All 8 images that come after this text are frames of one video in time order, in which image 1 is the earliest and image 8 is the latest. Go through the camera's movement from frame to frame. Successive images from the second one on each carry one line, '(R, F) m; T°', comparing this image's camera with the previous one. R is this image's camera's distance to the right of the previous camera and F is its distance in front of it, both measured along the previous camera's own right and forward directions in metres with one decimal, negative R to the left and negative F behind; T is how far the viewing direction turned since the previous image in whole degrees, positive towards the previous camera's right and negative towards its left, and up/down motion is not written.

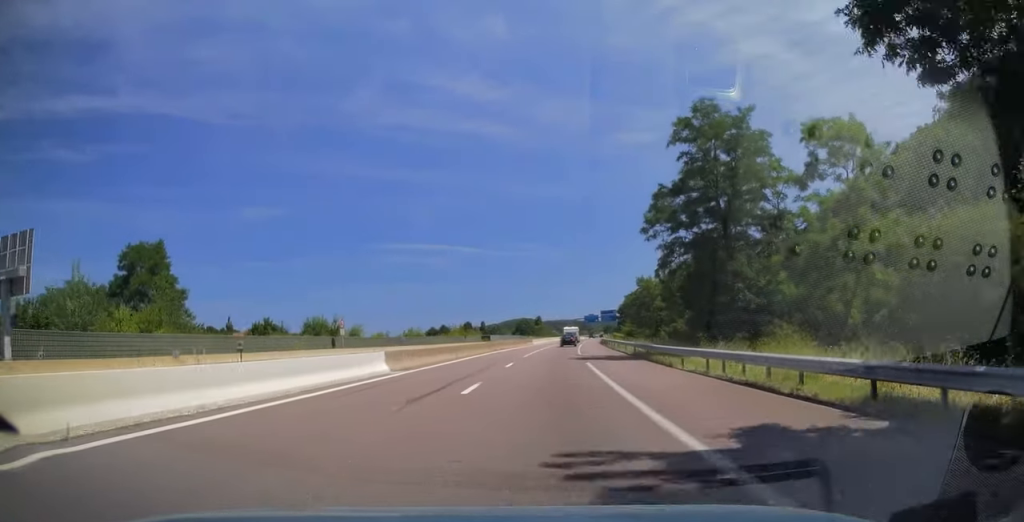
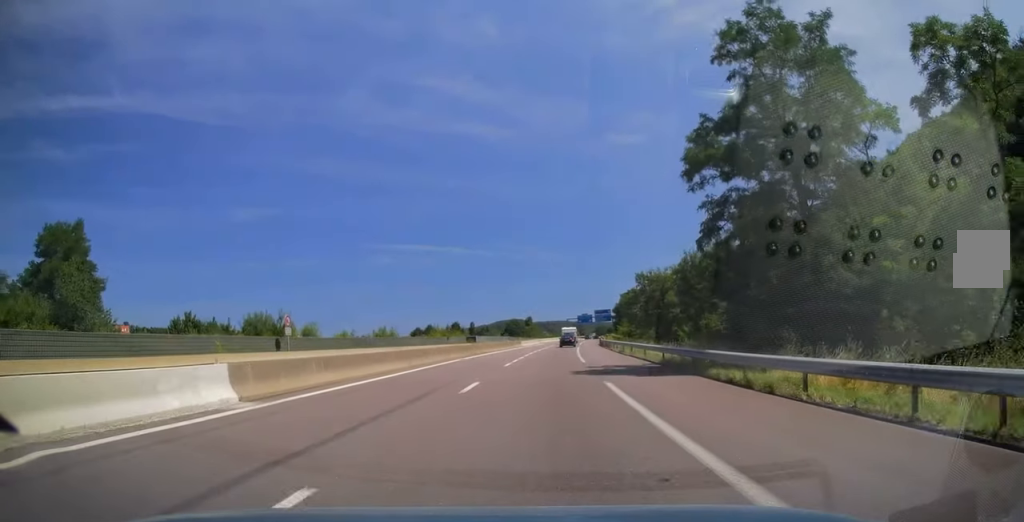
(-0.1, +12.3) m; +1°
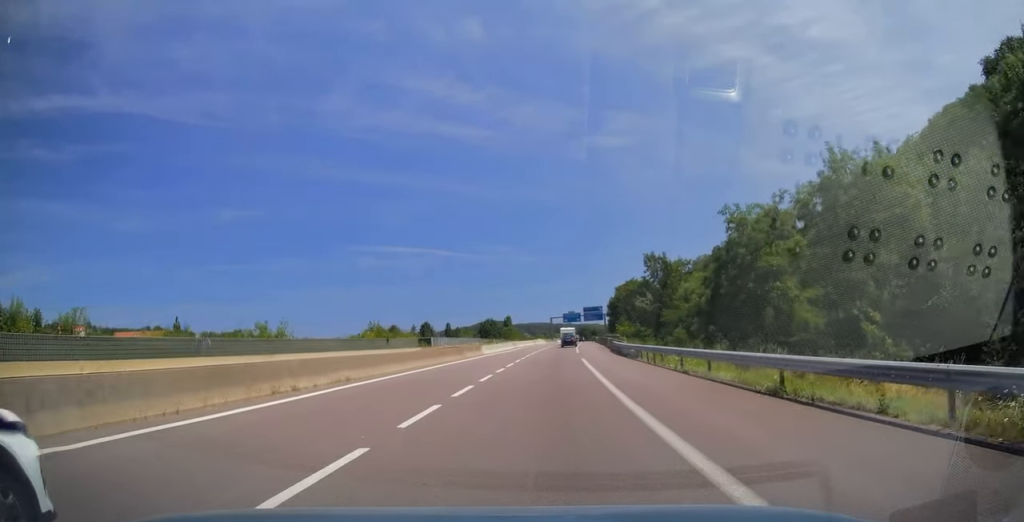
(+1.0, +33.1) m; +2°
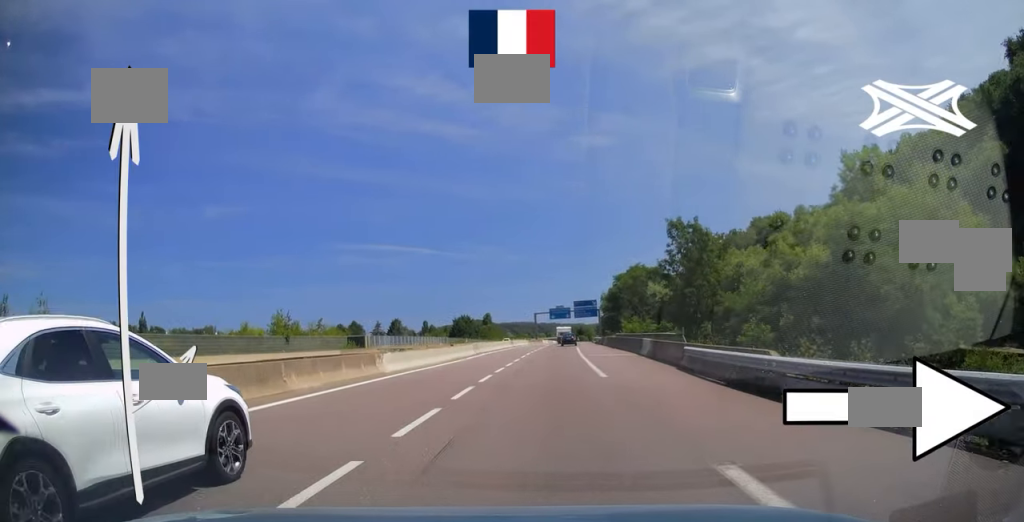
(0.0, +29.6) m; +1°
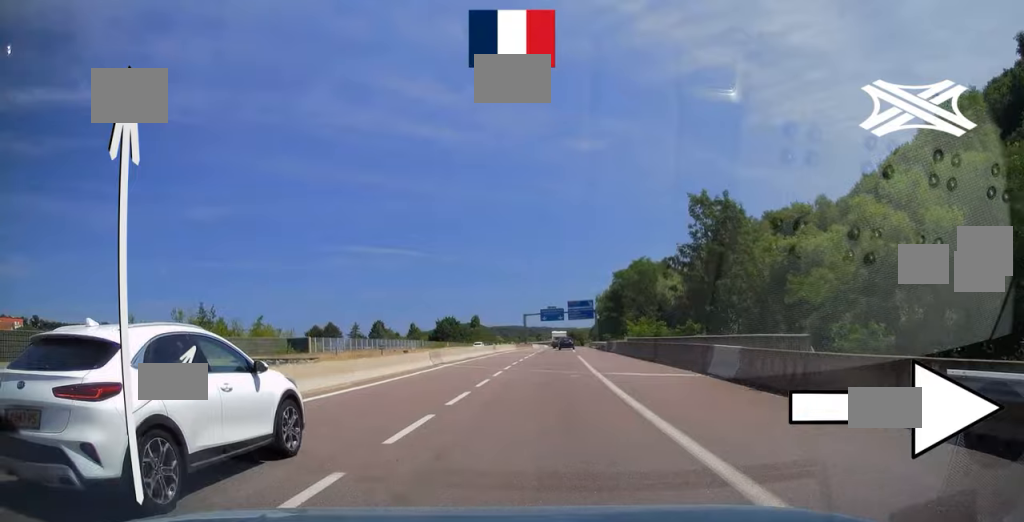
(+0.2, +14.8) m; +1°
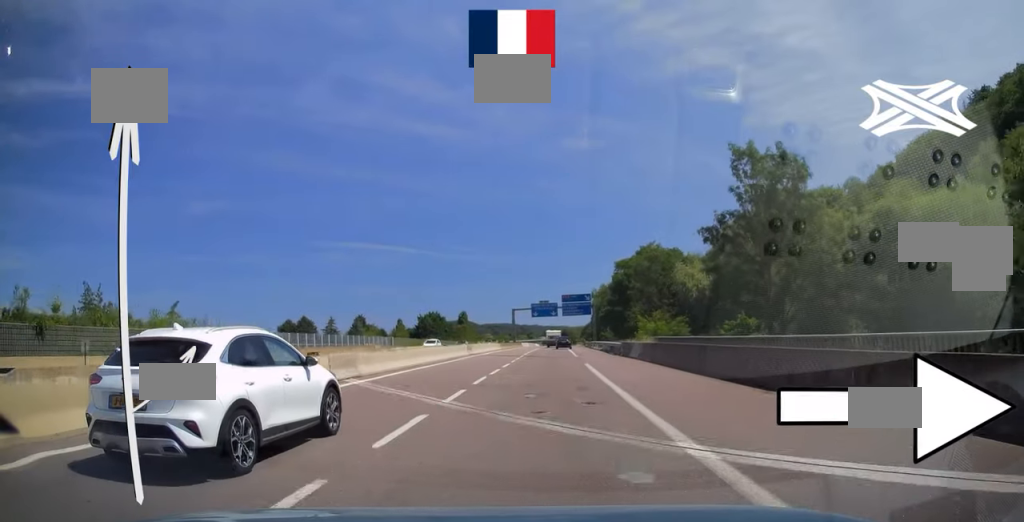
(0.0, +14.8) m; +1°
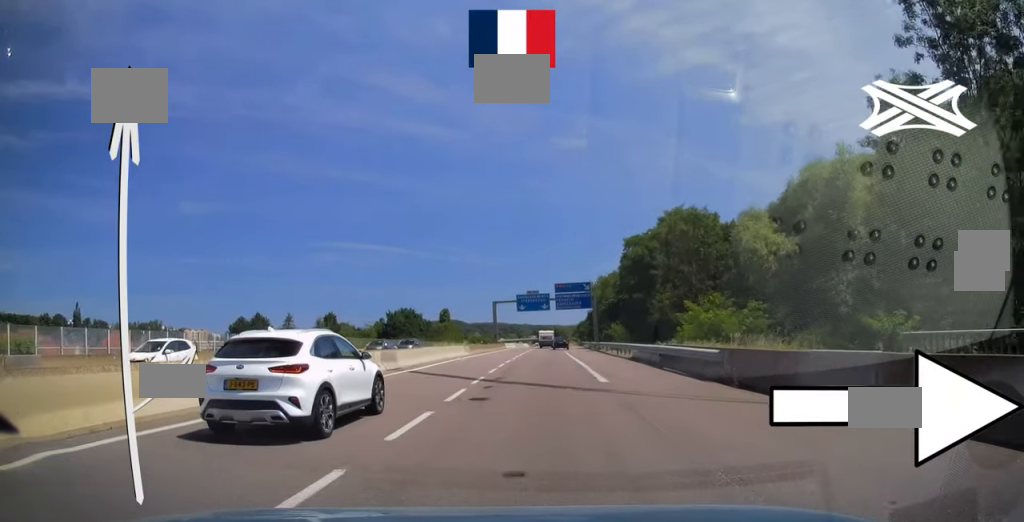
(+0.4, +23.6) m; +1°
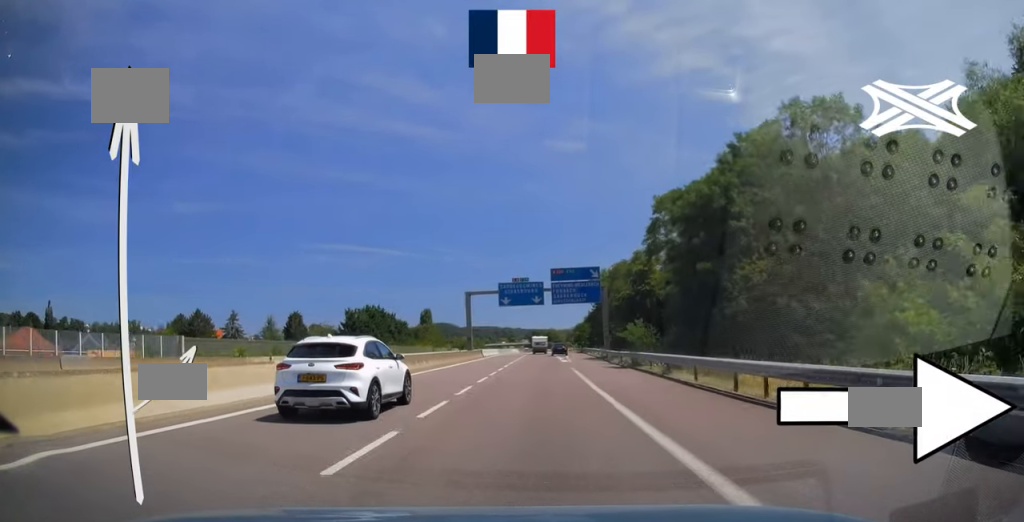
(+0.3, +25.6) m; +1°
